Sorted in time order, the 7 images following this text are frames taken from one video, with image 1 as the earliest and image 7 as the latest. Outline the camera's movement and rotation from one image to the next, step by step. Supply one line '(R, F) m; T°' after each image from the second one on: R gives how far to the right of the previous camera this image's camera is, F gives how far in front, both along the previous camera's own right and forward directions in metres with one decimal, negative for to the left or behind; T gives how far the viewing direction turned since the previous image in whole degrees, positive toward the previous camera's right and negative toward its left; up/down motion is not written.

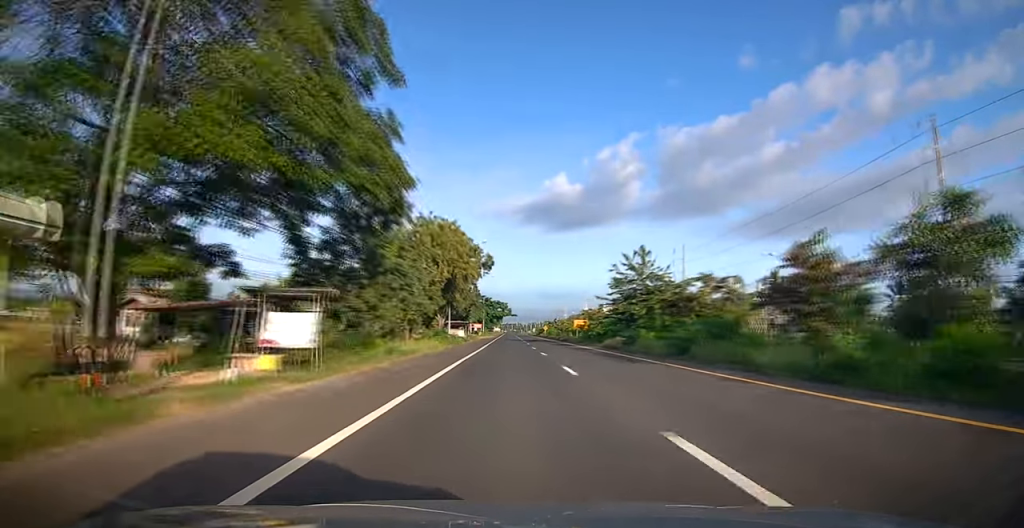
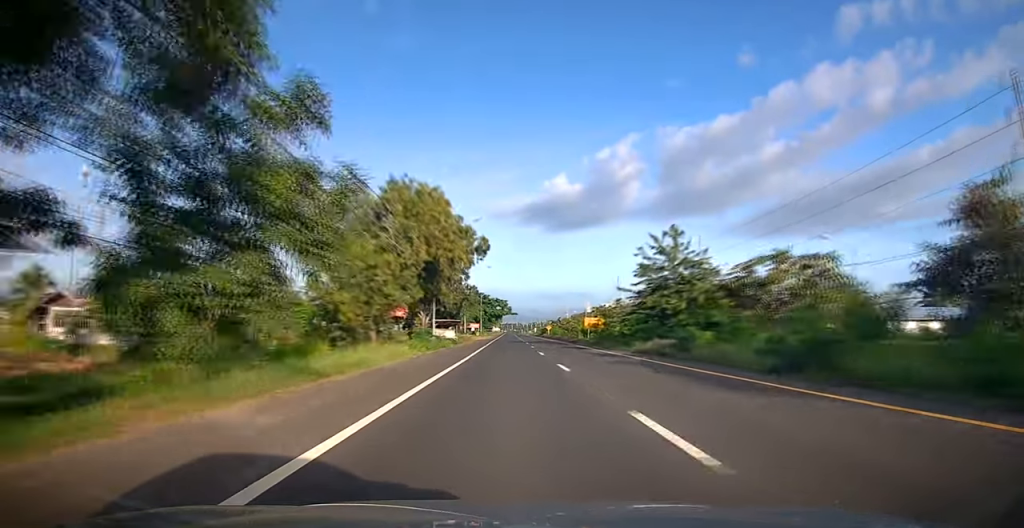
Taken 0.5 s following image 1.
(+0.1, +10.2) m; -1°
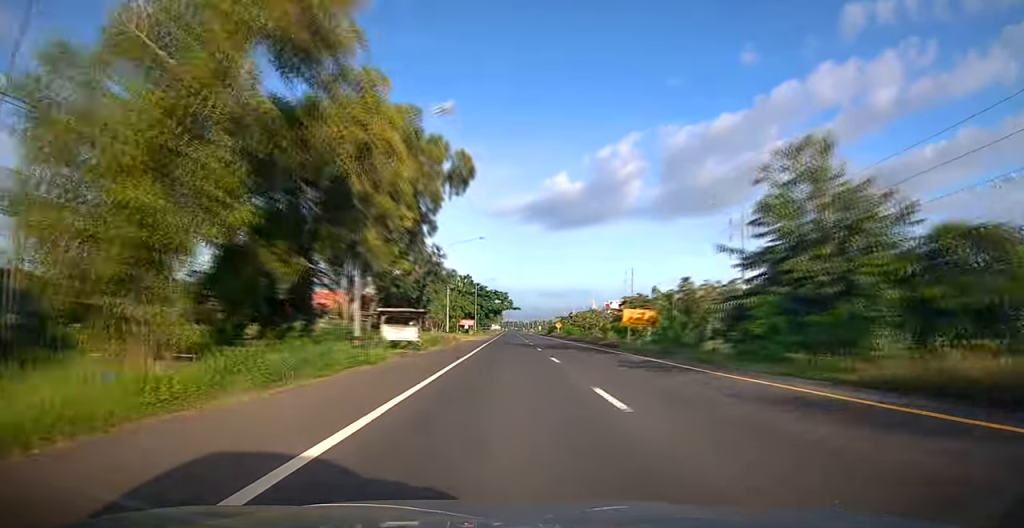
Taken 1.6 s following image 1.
(-0.5, +20.4) m; 0°
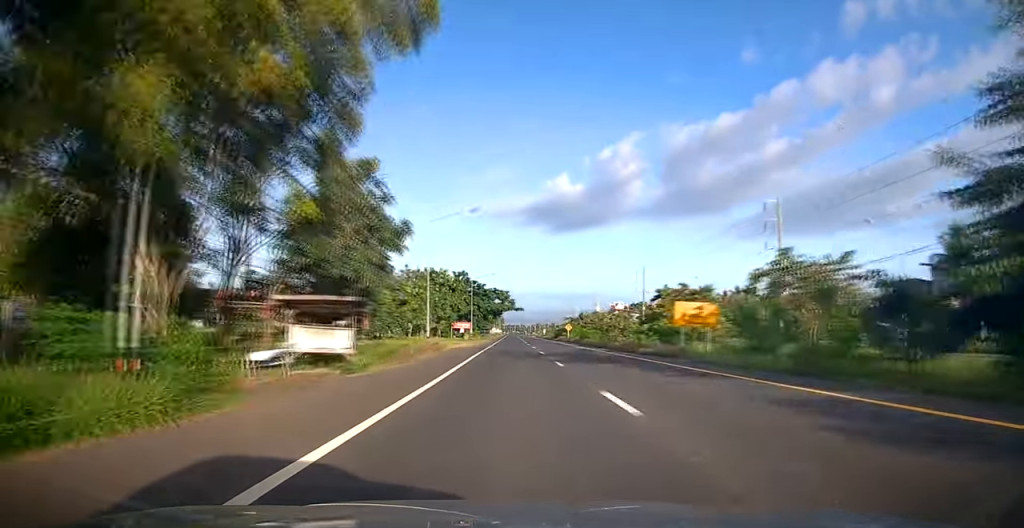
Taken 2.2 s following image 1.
(+0.2, +12.5) m; 0°
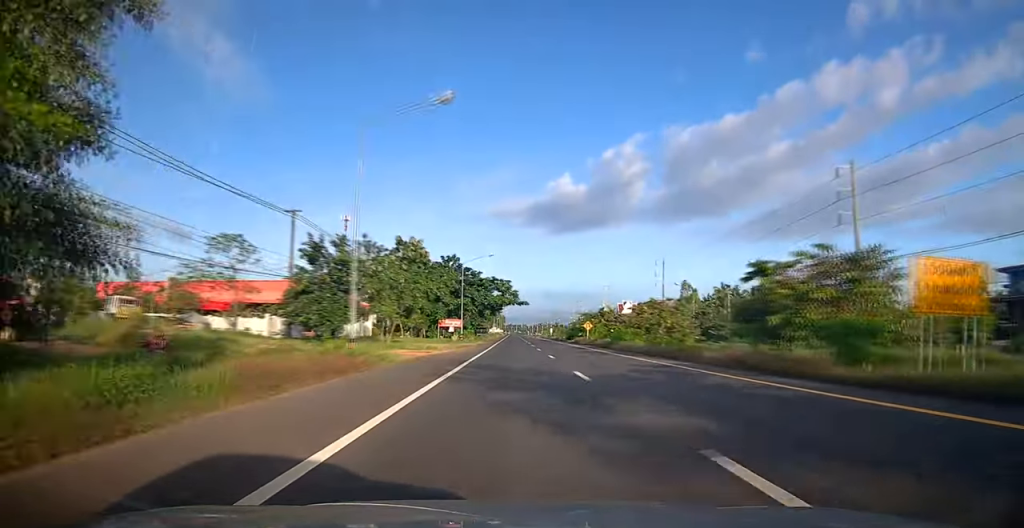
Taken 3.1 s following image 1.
(+0.1, +18.0) m; 0°
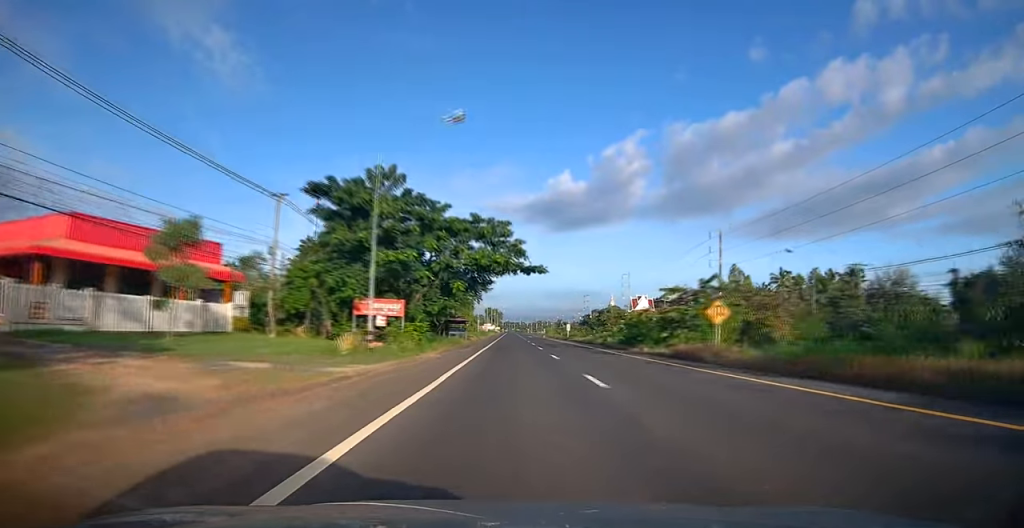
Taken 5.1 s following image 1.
(+0.1, +38.2) m; +1°
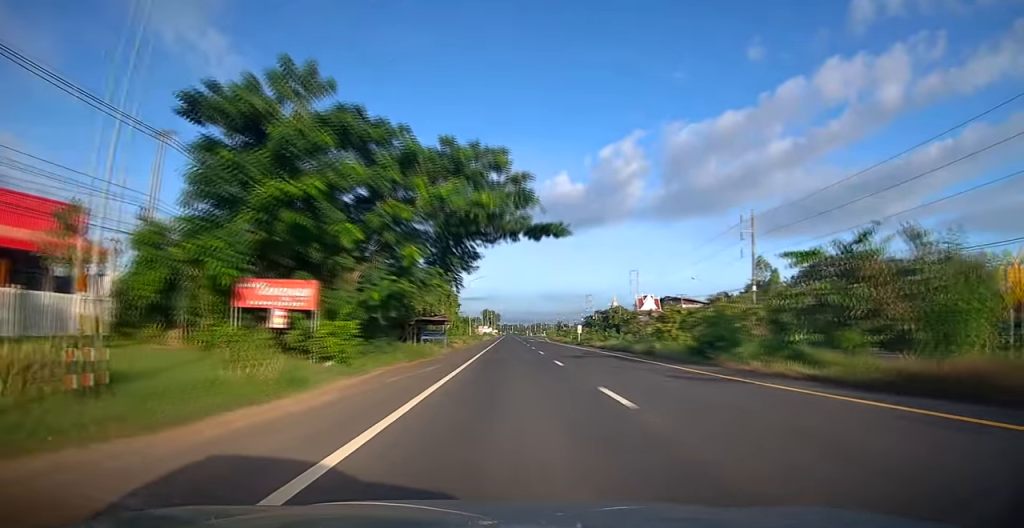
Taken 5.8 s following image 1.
(+0.1, +14.8) m; -1°
